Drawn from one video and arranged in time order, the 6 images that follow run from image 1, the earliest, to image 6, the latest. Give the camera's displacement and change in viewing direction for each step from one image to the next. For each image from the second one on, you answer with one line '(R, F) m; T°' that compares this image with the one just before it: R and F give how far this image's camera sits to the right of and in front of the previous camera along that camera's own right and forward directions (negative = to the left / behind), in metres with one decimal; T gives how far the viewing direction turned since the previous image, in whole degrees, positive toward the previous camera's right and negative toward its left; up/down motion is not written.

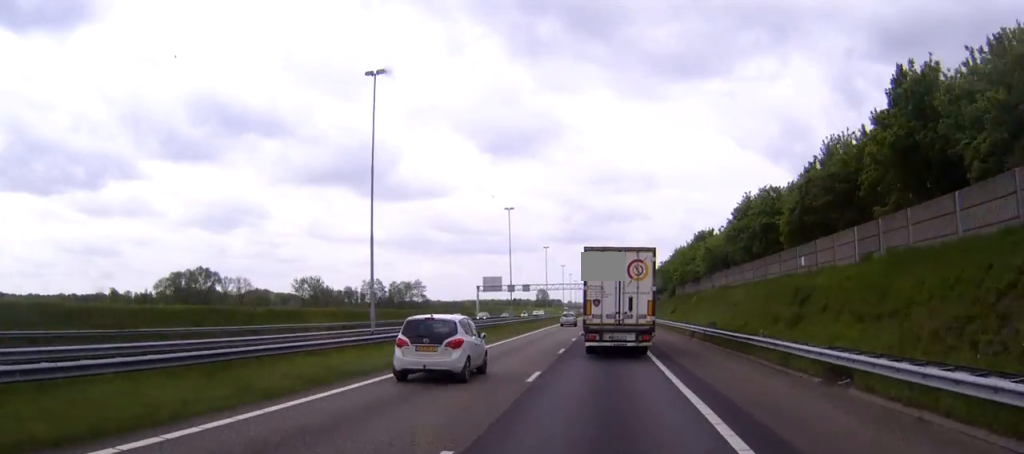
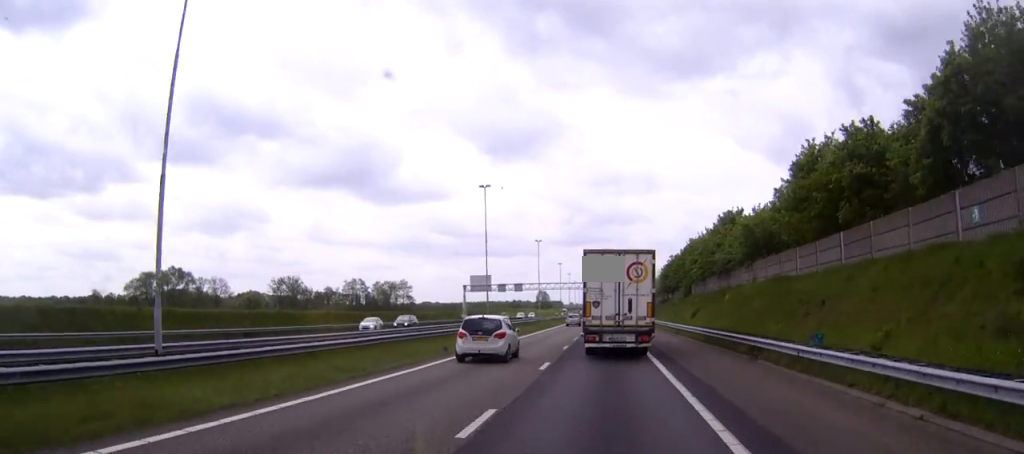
(+0.1, +19.9) m; 0°
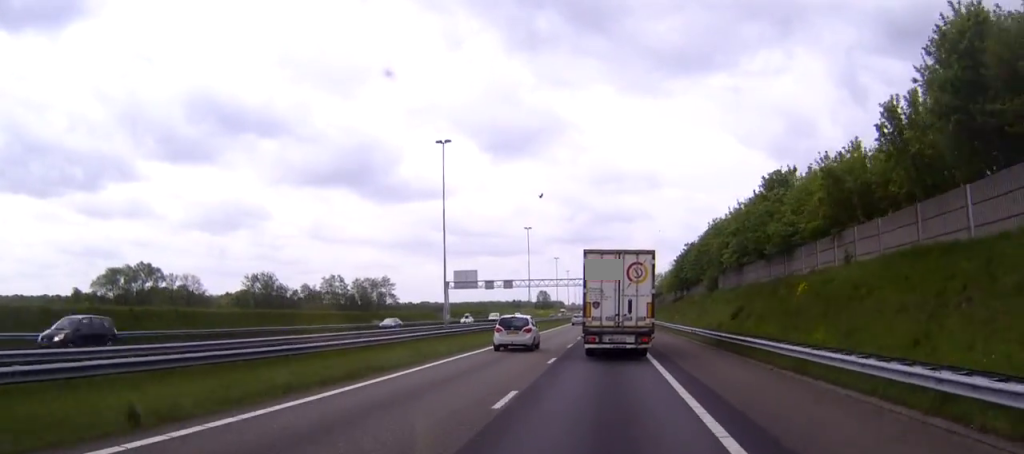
(-0.1, +20.7) m; 0°
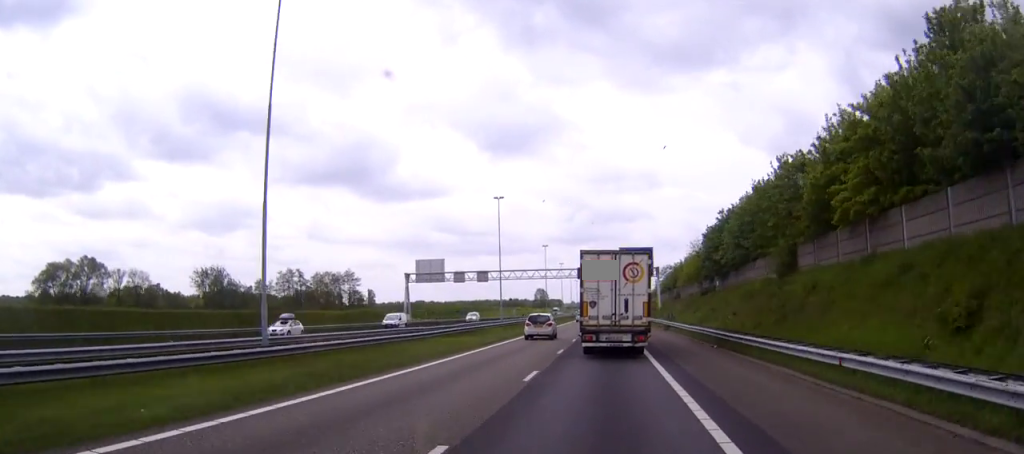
(0.0, +30.5) m; 0°
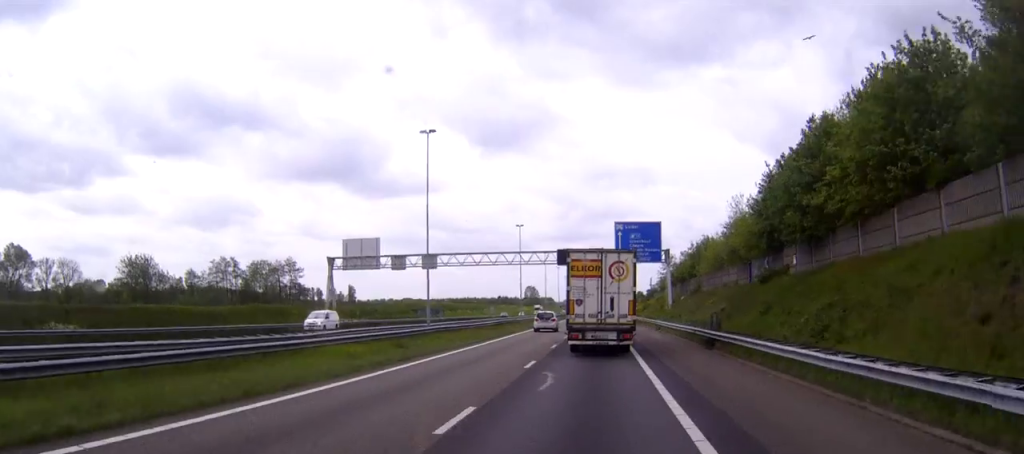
(0.0, +32.0) m; 0°
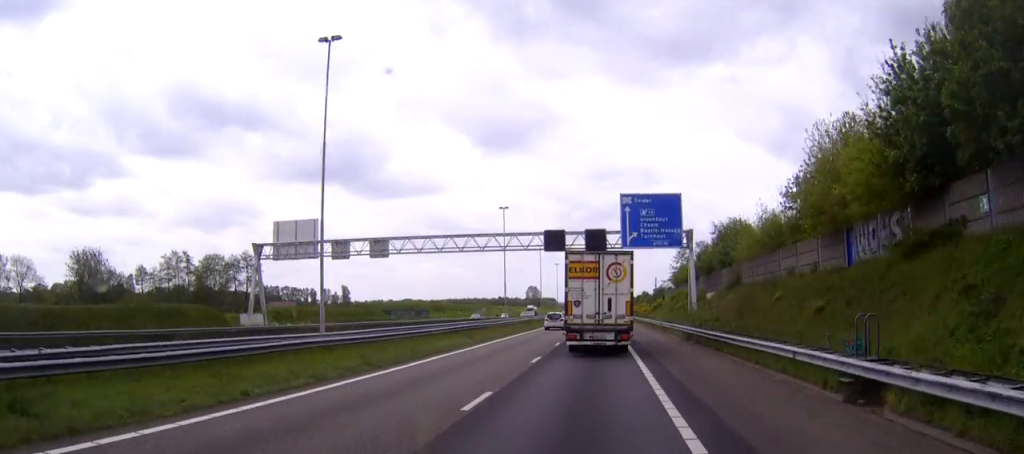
(0.0, +21.3) m; 0°
